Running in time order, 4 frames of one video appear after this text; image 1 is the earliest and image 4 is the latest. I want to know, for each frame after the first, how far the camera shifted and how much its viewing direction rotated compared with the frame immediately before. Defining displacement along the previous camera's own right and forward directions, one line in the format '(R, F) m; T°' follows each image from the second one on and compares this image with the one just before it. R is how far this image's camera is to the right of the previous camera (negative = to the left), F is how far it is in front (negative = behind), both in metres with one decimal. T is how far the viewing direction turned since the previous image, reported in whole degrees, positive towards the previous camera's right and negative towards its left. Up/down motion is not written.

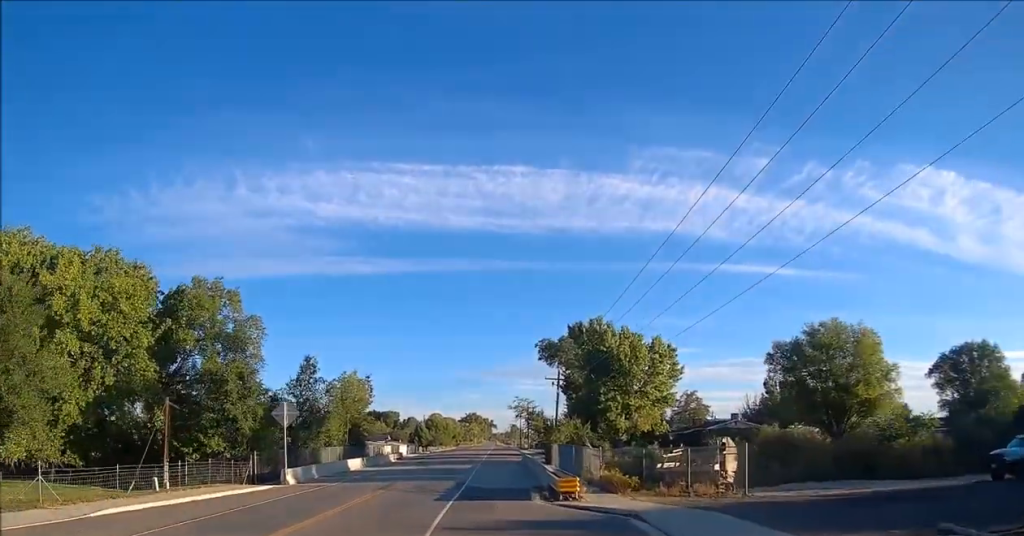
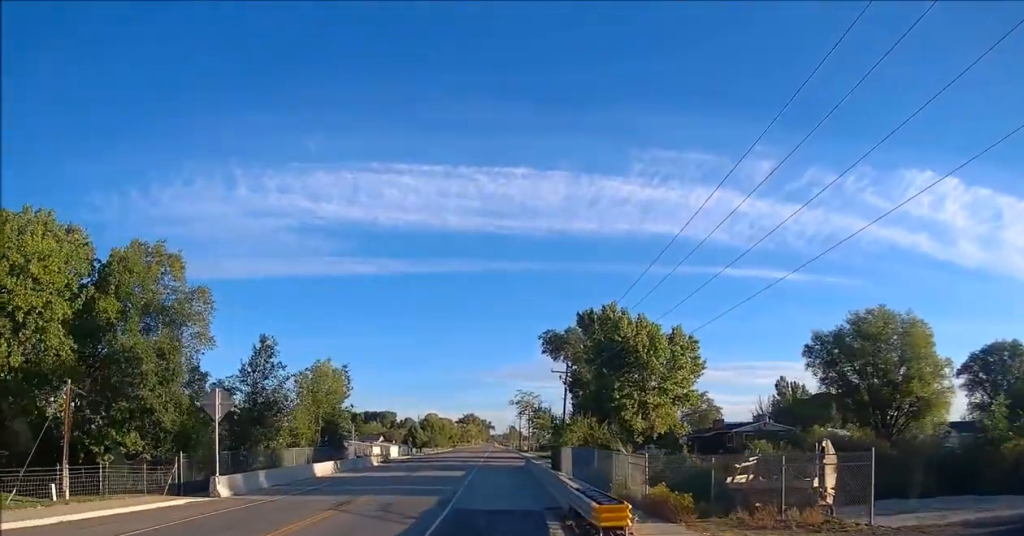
(+0.1, +9.4) m; 0°
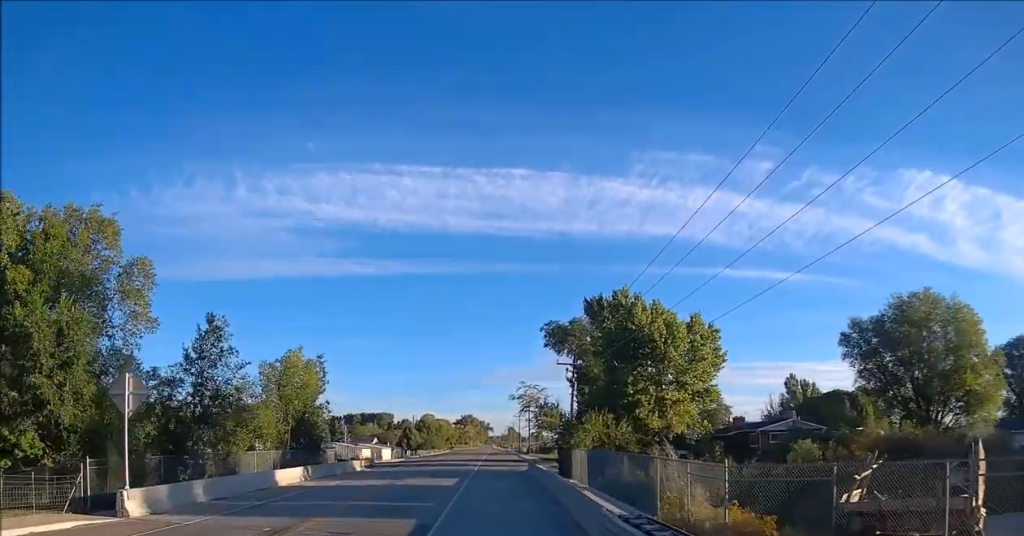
(0.0, +7.7) m; 0°
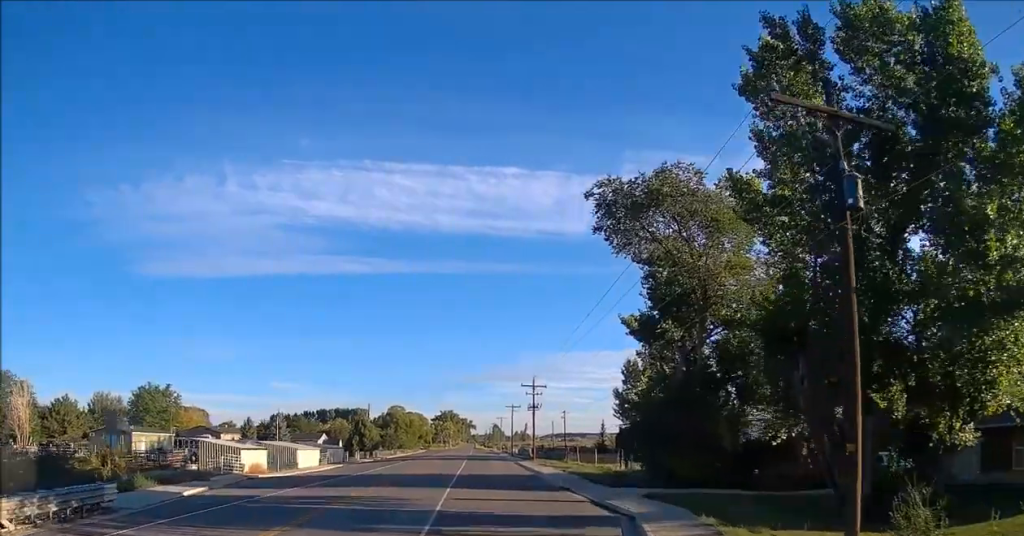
(-1.0, +46.5) m; 0°
